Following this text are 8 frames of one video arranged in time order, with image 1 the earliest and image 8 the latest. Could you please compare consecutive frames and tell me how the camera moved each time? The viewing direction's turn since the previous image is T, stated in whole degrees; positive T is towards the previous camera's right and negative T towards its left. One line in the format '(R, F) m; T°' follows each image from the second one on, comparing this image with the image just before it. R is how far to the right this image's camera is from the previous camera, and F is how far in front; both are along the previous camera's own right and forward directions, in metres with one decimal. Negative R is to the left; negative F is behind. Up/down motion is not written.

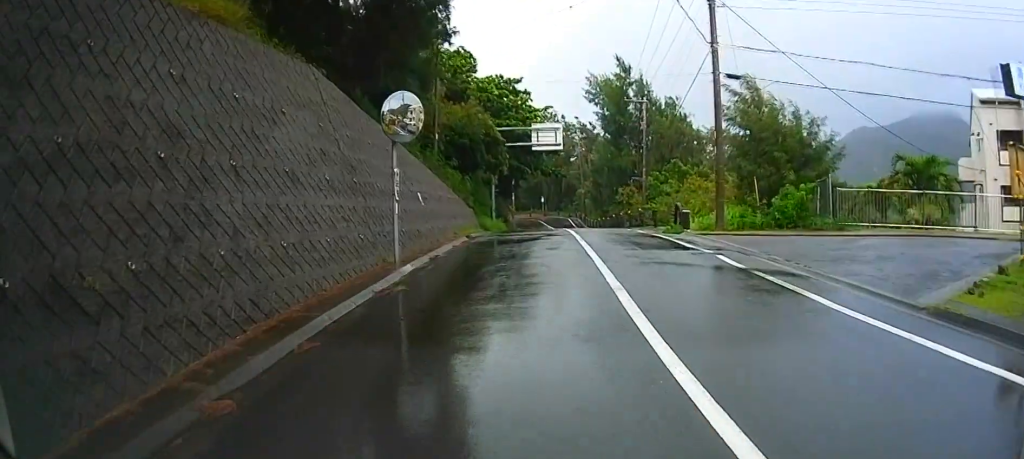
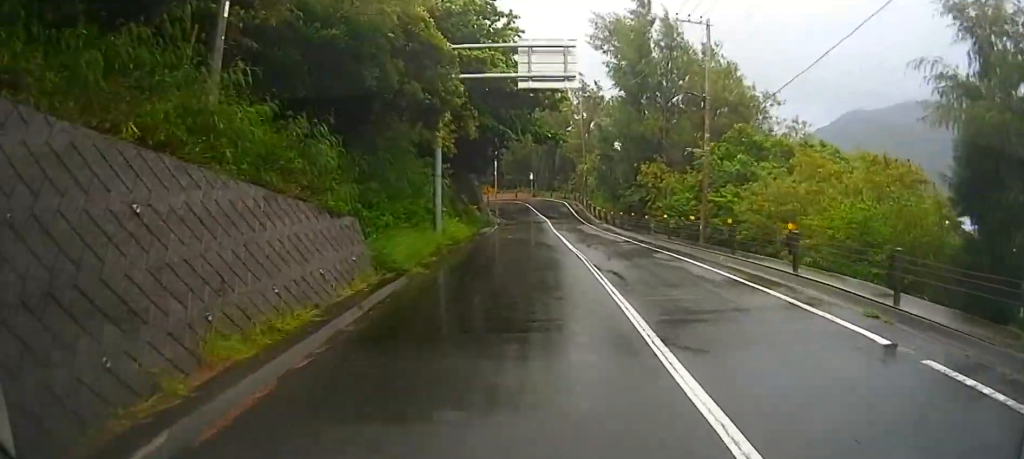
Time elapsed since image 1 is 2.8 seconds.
(+1.1, +19.6) m; +1°
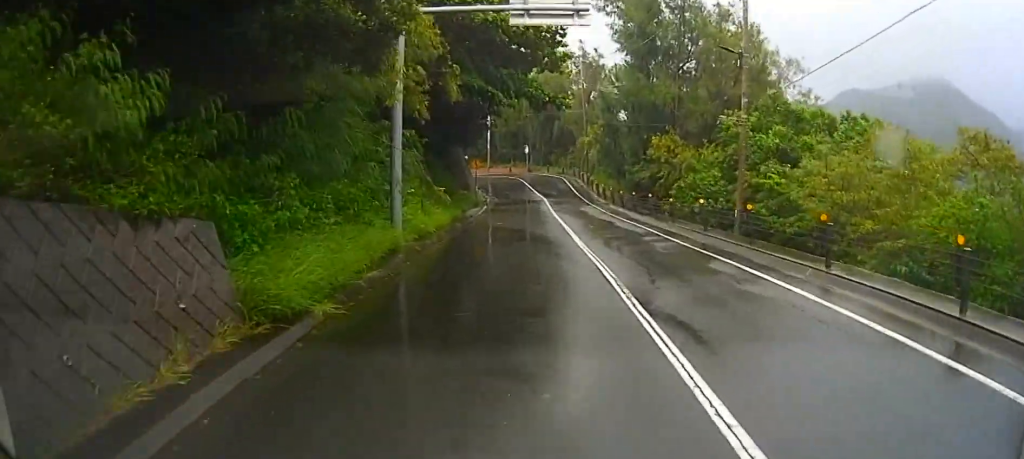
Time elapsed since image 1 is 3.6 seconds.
(+0.1, +5.9) m; 0°
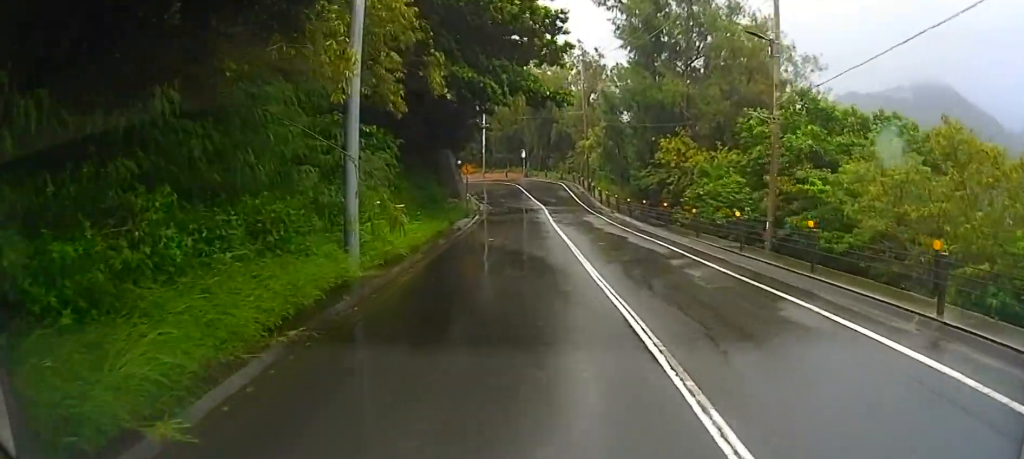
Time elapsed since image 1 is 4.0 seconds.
(-0.1, +3.6) m; 0°
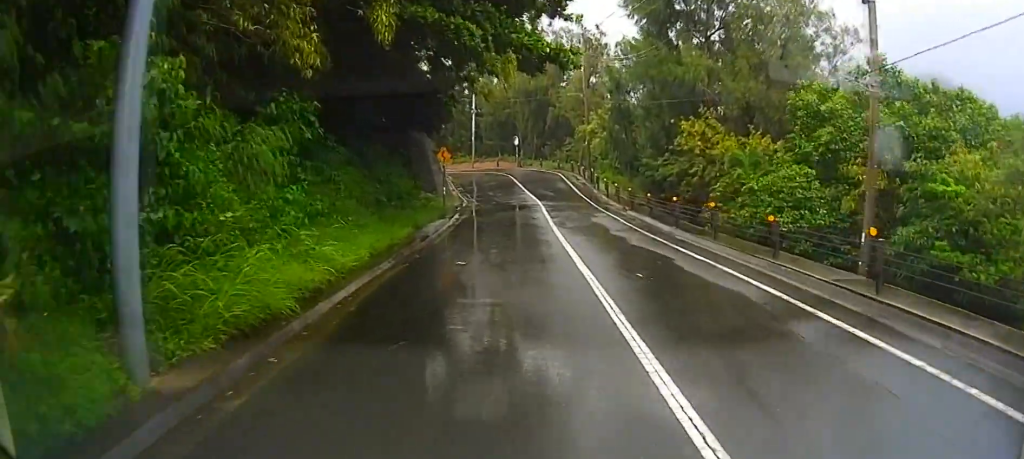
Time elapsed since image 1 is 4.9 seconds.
(0.0, +6.5) m; 0°
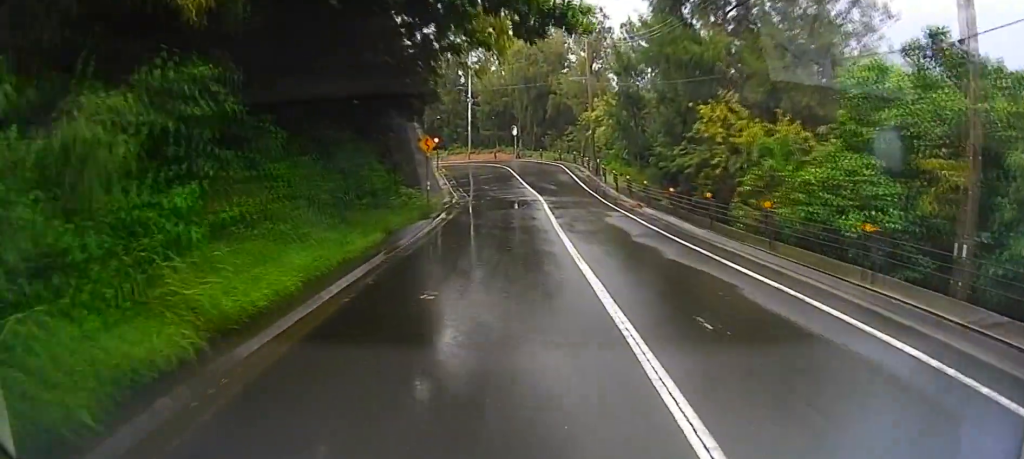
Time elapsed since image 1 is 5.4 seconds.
(+0.1, +4.0) m; 0°
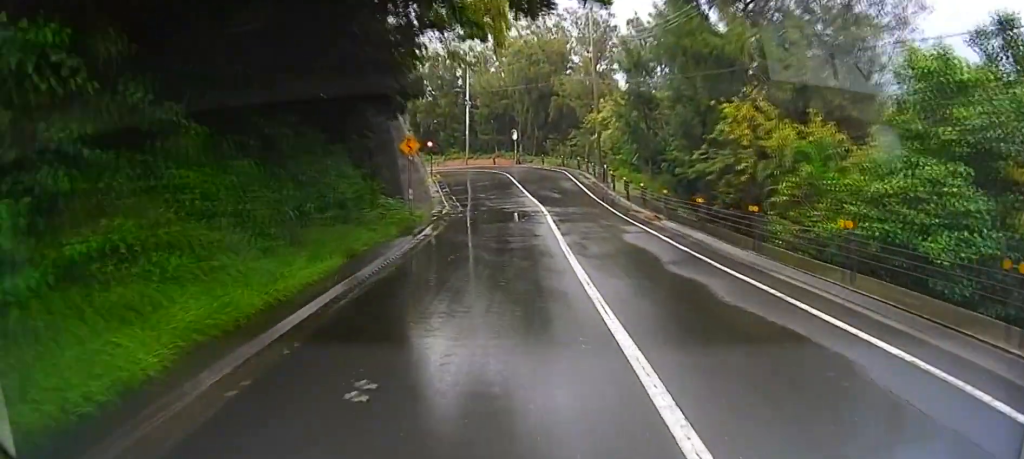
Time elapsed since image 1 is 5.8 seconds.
(0.0, +3.5) m; 0°
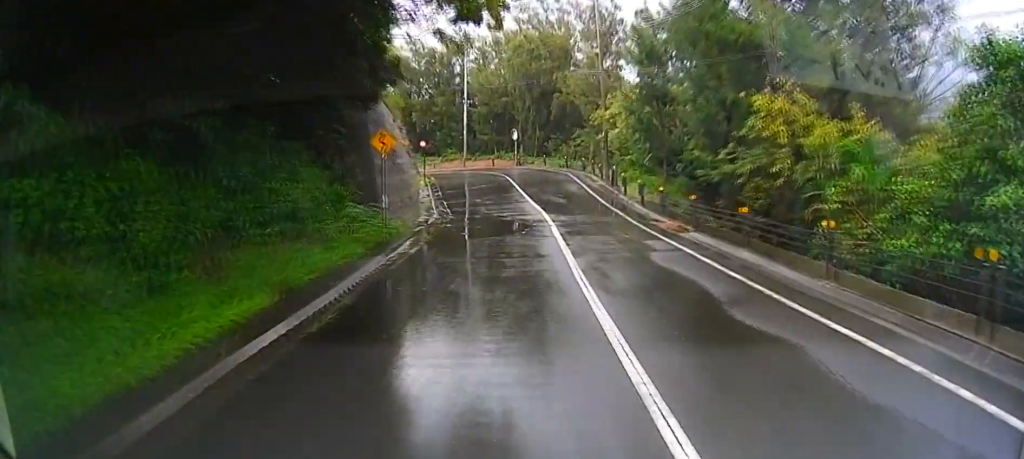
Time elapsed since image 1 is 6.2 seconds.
(-0.1, +3.2) m; 0°
